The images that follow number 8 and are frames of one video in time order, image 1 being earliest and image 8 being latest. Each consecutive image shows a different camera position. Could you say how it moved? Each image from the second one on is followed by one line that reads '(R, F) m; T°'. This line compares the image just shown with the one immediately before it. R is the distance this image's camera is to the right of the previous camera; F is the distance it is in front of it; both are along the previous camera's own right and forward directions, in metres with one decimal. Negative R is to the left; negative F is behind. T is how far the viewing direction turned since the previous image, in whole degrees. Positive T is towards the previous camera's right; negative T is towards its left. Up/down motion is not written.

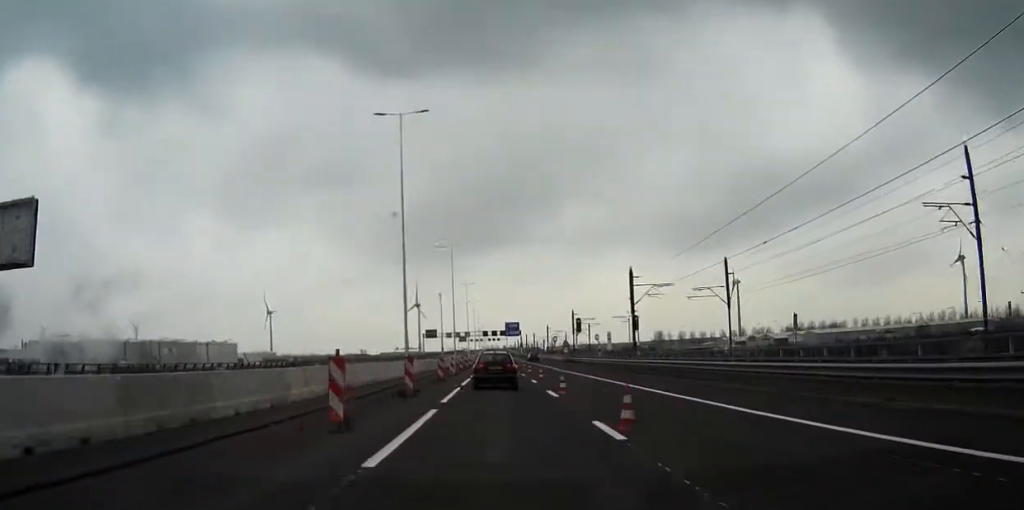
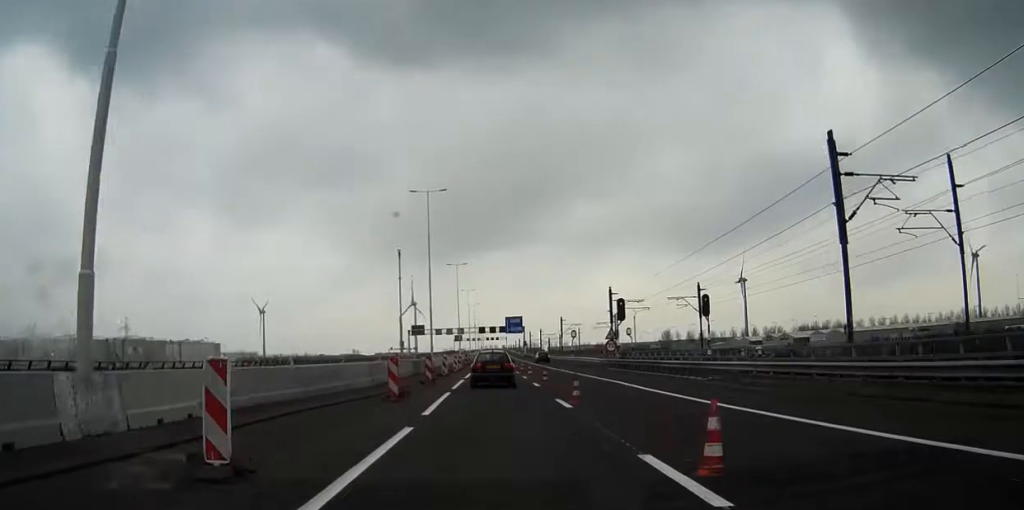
(0.0, +41.4) m; 0°
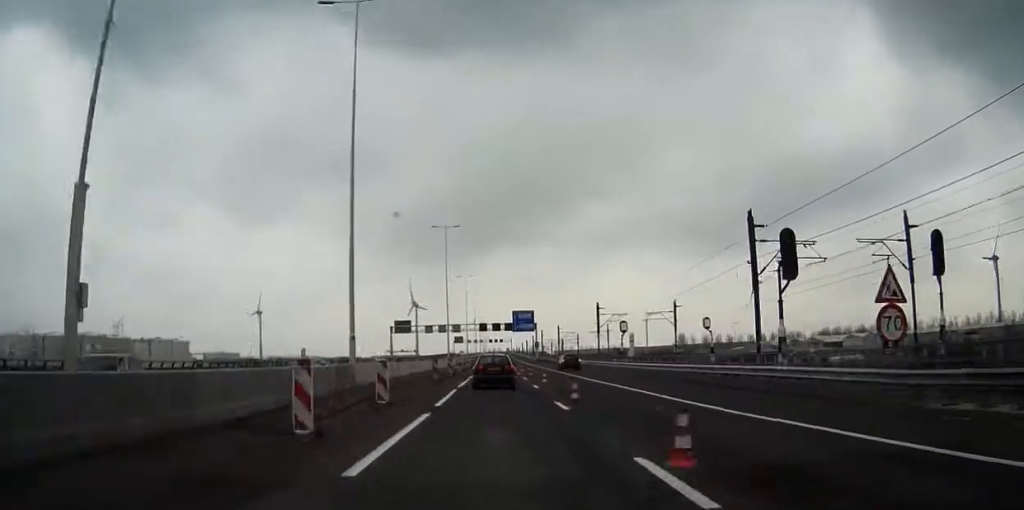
(-0.1, +45.3) m; 0°
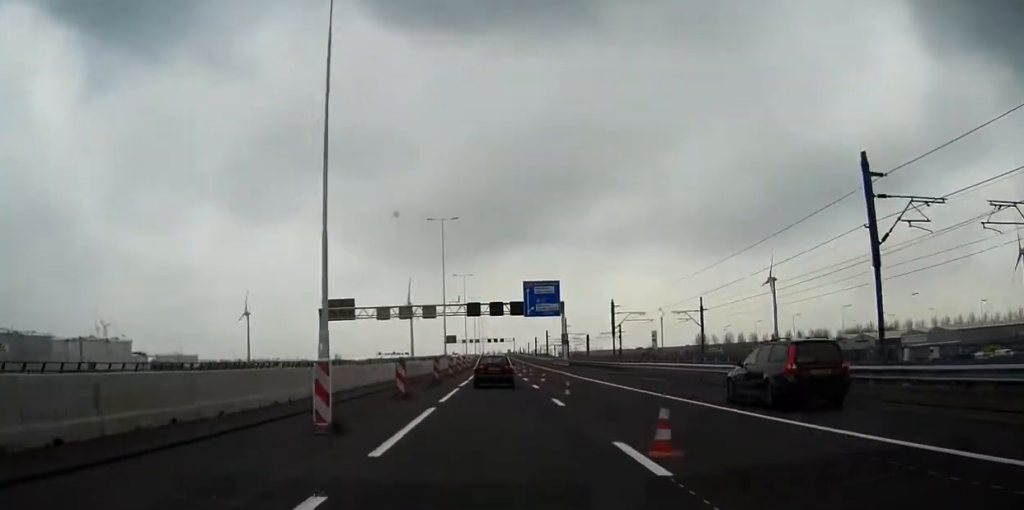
(+0.2, +71.7) m; 0°
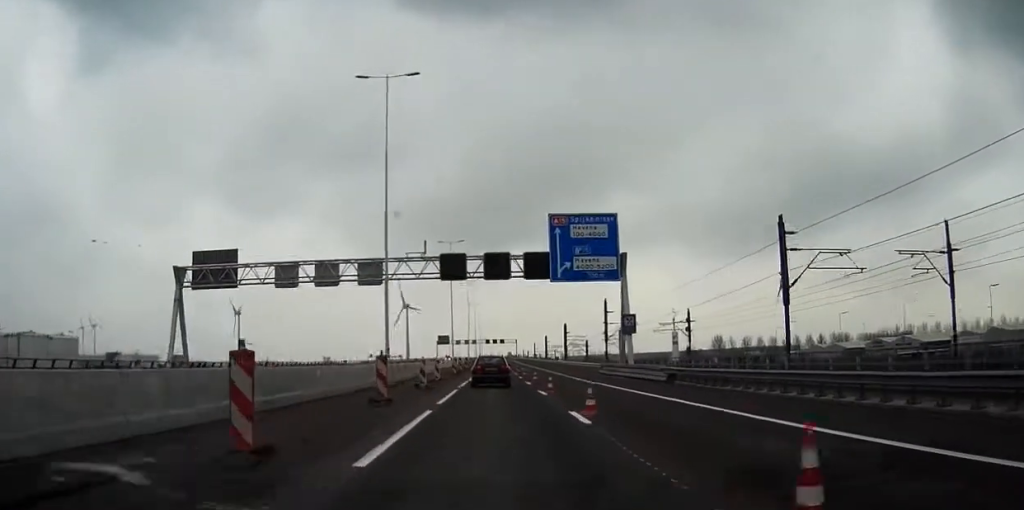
(+0.2, +50.1) m; 0°
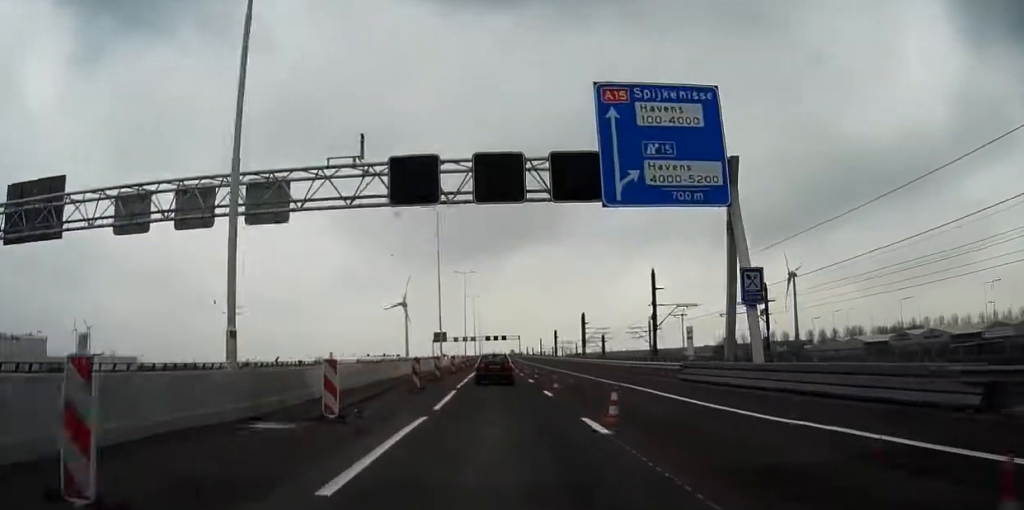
(-0.1, +26.2) m; 0°
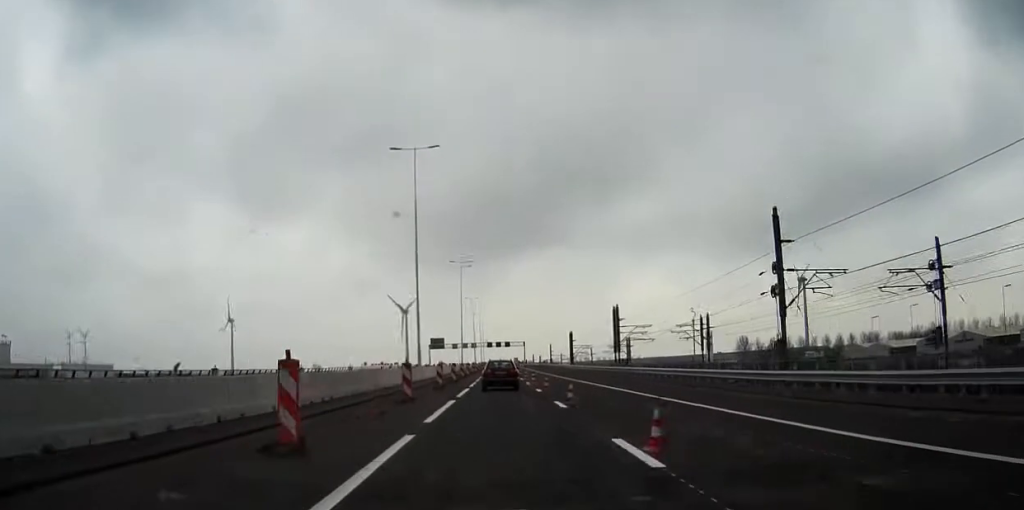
(-0.1, +27.5) m; 0°
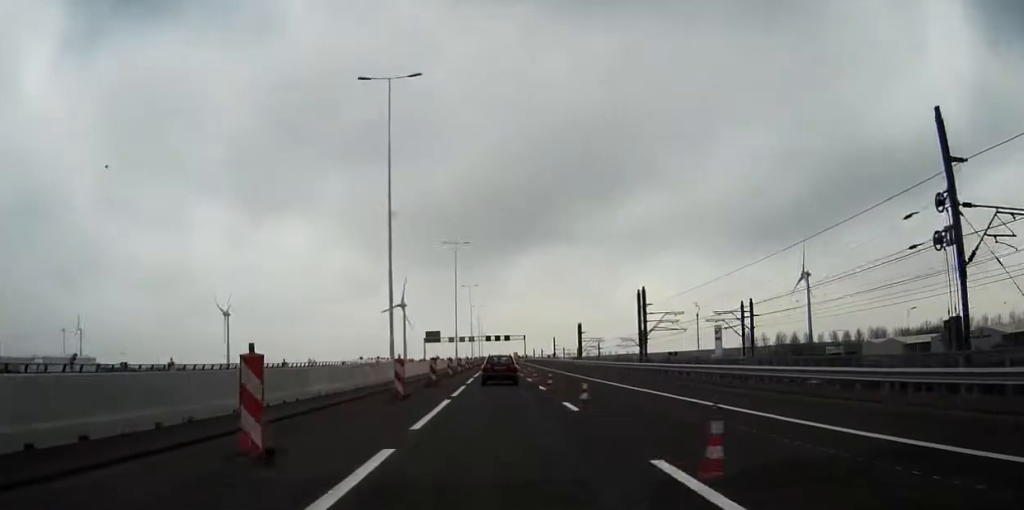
(0.0, +15.0) m; 0°
